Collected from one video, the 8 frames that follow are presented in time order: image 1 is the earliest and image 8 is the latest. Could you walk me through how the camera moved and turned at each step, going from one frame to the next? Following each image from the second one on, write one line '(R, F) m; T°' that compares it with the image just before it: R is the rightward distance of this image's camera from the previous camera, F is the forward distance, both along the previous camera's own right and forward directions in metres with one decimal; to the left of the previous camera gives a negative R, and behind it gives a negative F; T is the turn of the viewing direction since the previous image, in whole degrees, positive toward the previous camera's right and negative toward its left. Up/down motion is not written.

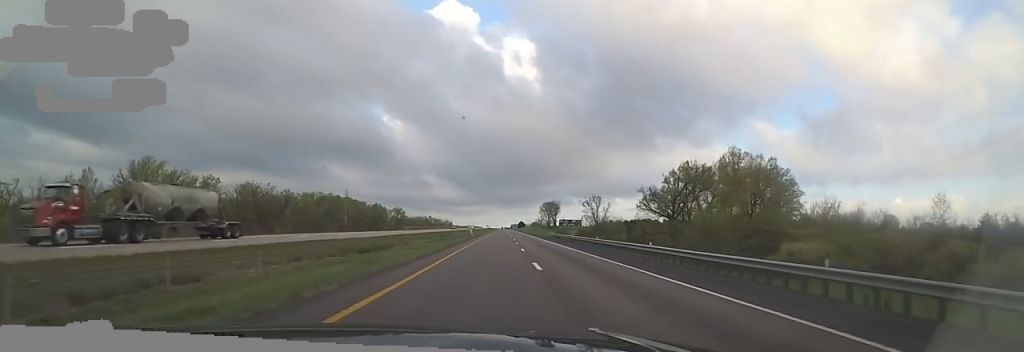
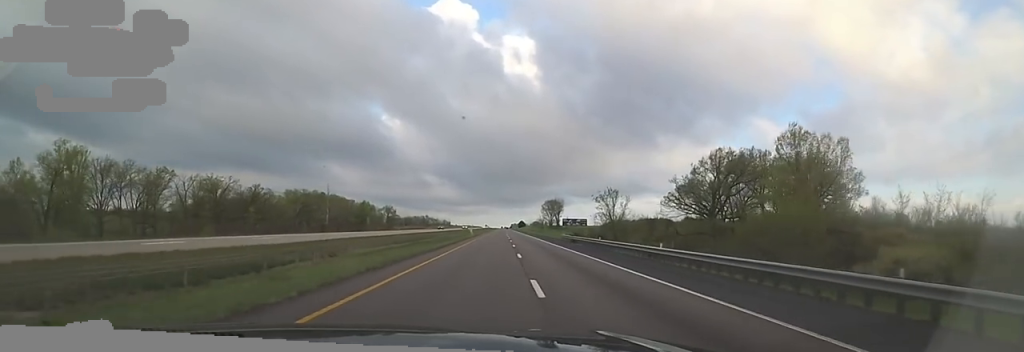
(-0.3, +18.4) m; 0°
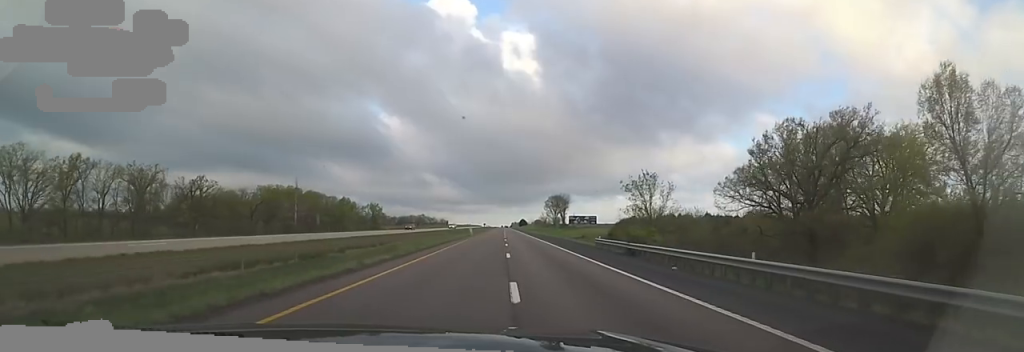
(-0.8, +25.2) m; 0°
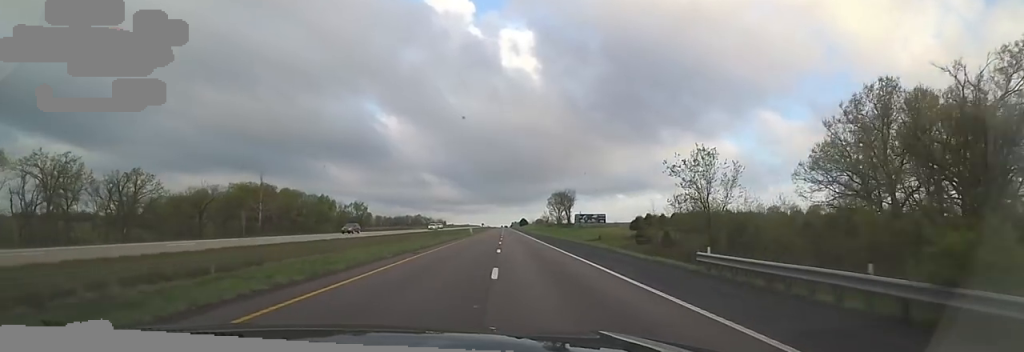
(+0.9, +20.5) m; 0°
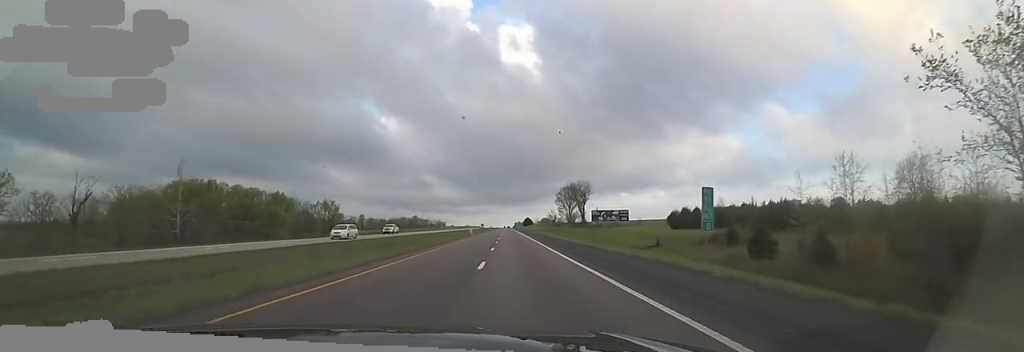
(-0.6, +33.2) m; -2°
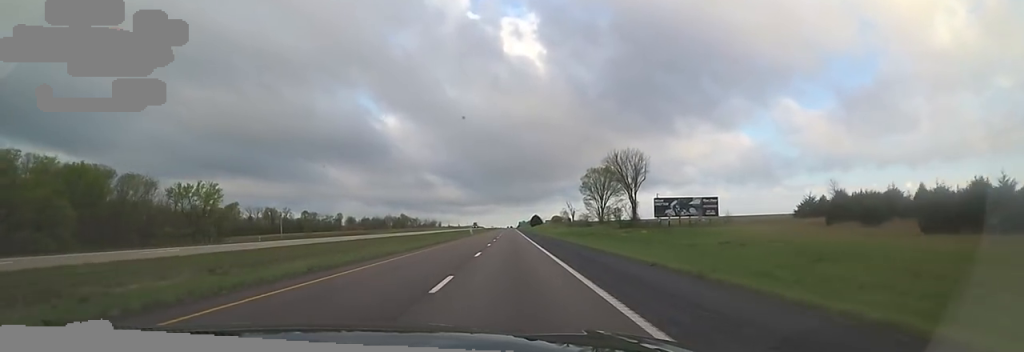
(+0.8, +66.5) m; +2°
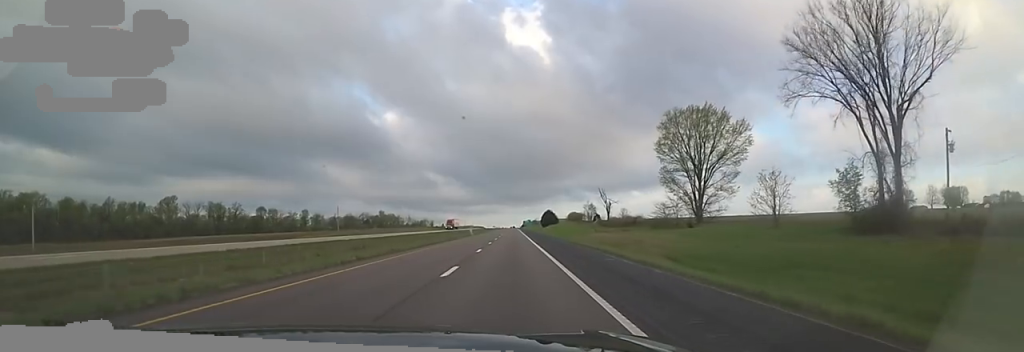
(-1.8, +69.7) m; -1°
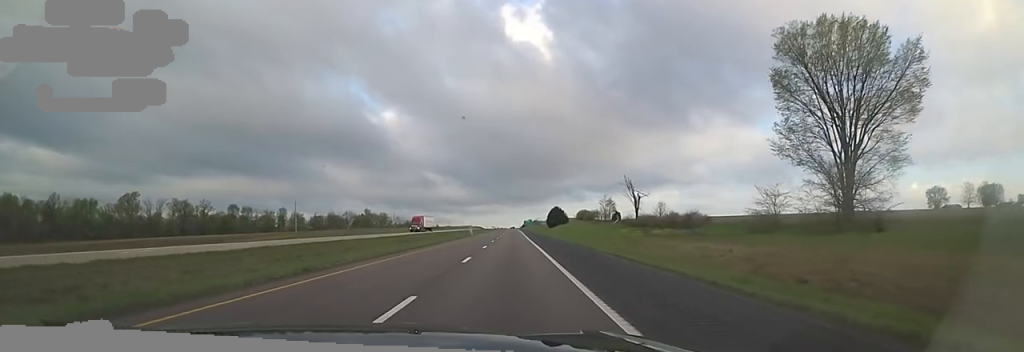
(+0.7, +31.0) m; +1°
